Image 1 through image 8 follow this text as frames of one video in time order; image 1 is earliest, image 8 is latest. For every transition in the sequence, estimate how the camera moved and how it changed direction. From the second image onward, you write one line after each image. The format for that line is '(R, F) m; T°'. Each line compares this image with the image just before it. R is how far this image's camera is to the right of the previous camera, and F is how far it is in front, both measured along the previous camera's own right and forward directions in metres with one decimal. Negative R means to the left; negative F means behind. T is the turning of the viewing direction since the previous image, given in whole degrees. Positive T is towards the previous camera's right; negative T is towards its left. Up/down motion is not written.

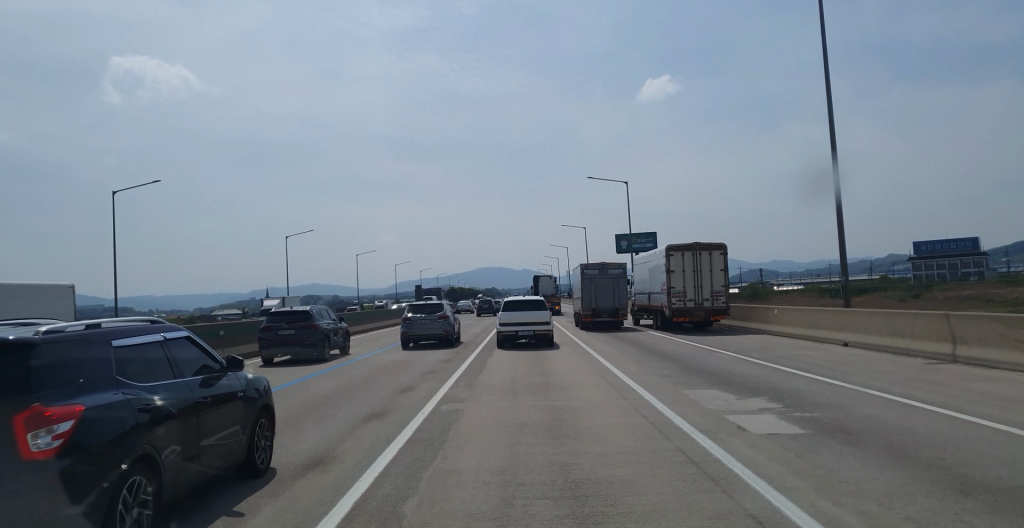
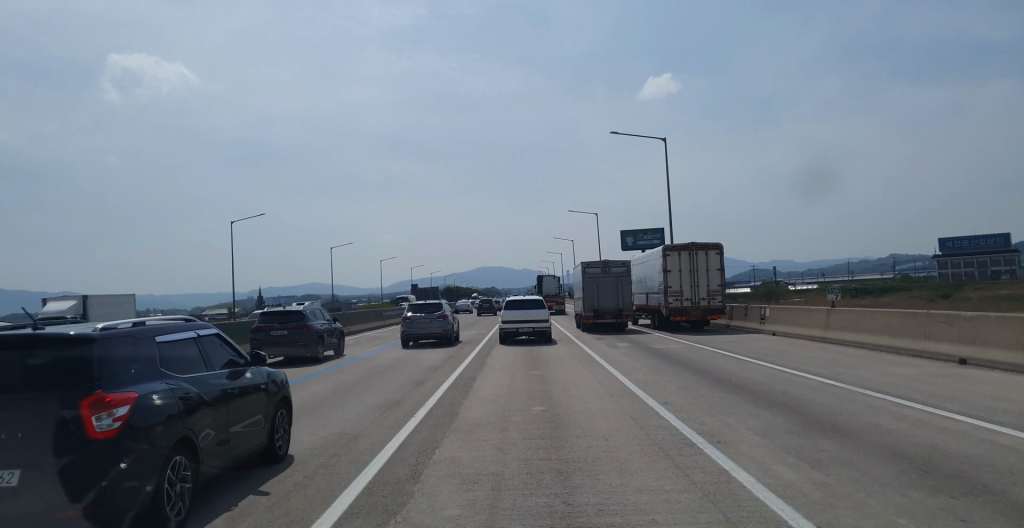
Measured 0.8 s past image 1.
(+0.4, +18.5) m; +1°
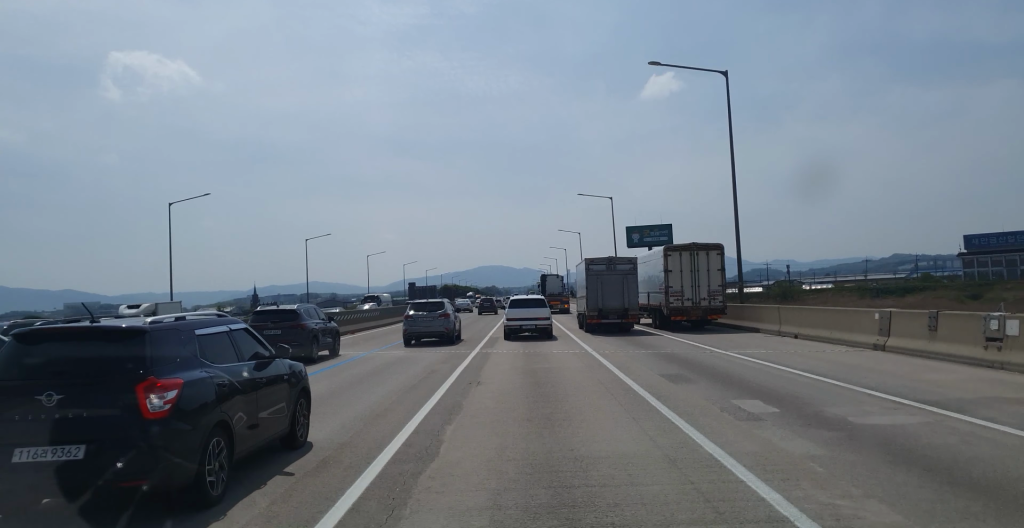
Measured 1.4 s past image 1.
(-0.2, +14.8) m; -1°
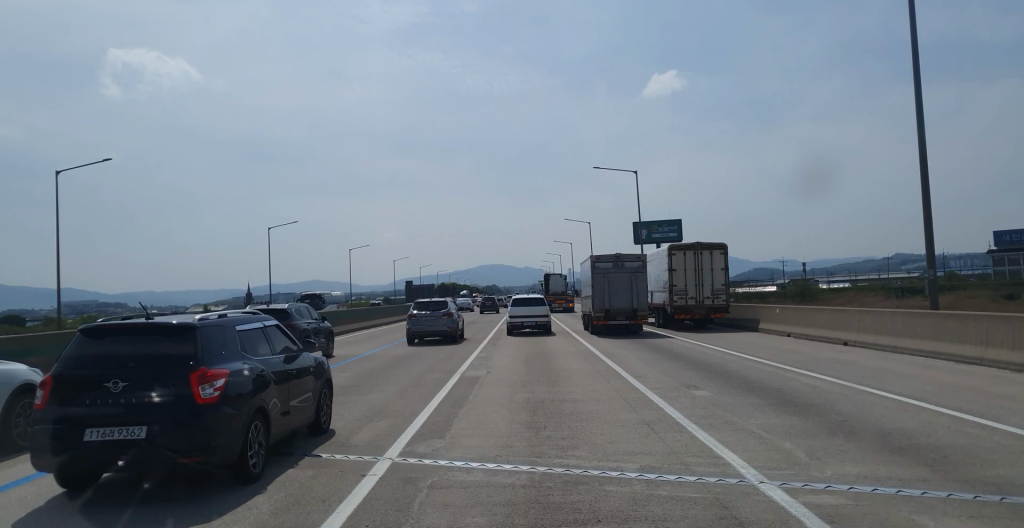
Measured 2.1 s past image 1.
(-0.1, +16.5) m; 0°
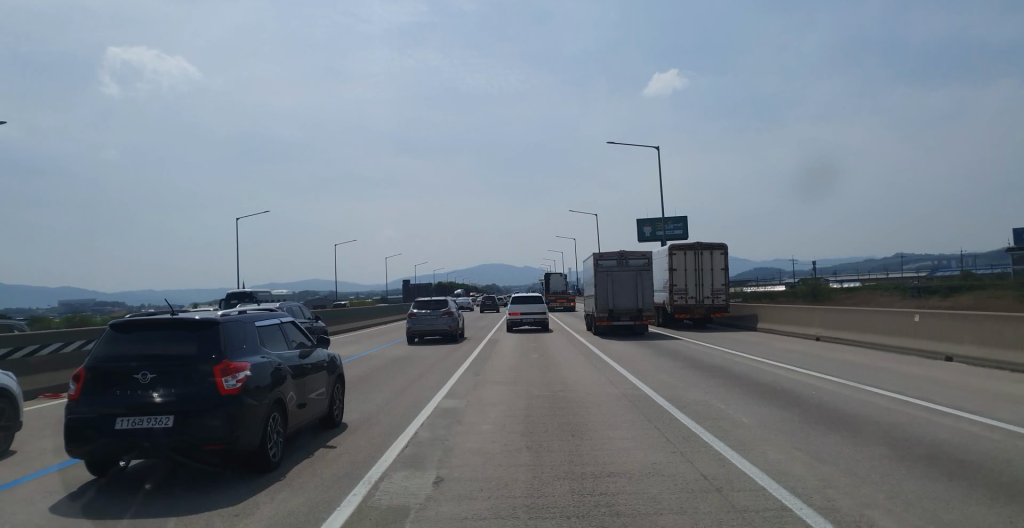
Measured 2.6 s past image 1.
(0.0, +10.3) m; 0°
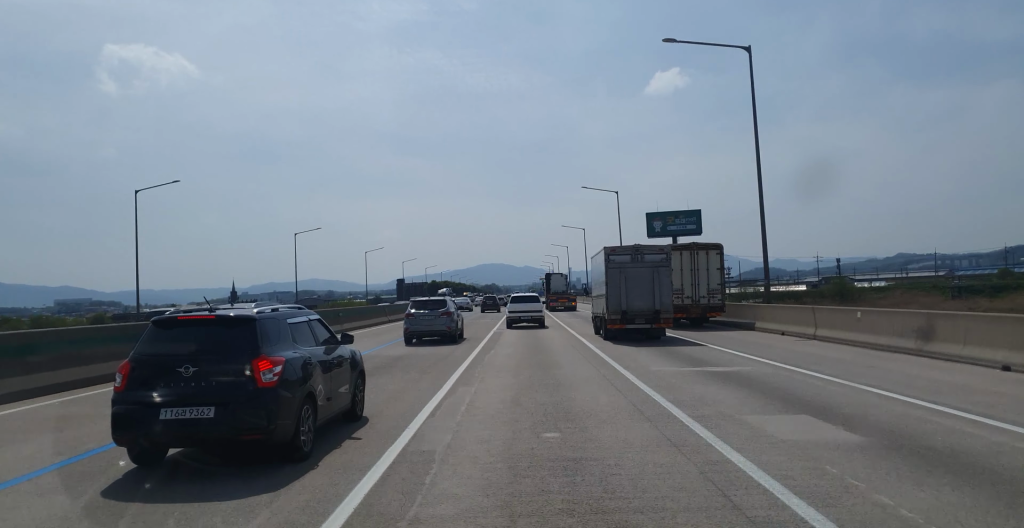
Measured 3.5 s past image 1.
(-0.1, +21.8) m; 0°
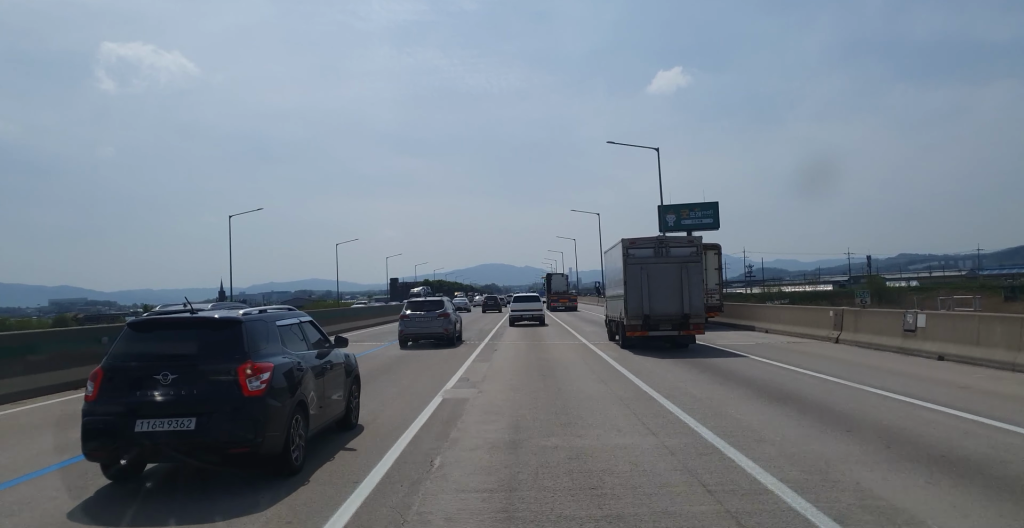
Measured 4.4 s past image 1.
(0.0, +23.0) m; 0°
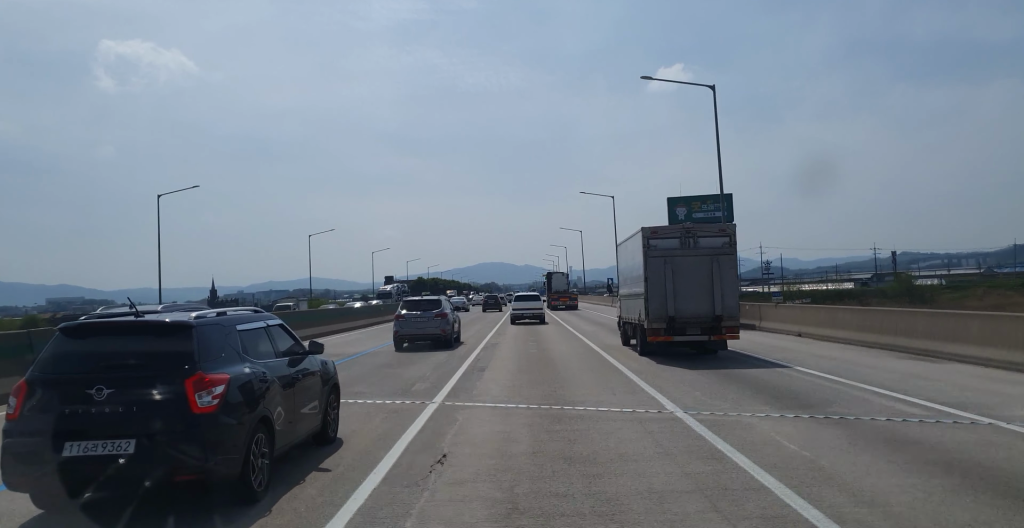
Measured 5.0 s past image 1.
(0.0, +15.8) m; 0°
